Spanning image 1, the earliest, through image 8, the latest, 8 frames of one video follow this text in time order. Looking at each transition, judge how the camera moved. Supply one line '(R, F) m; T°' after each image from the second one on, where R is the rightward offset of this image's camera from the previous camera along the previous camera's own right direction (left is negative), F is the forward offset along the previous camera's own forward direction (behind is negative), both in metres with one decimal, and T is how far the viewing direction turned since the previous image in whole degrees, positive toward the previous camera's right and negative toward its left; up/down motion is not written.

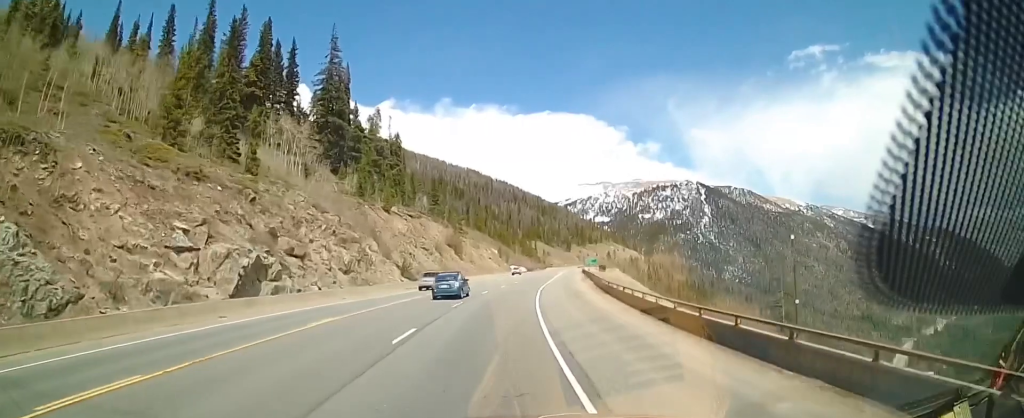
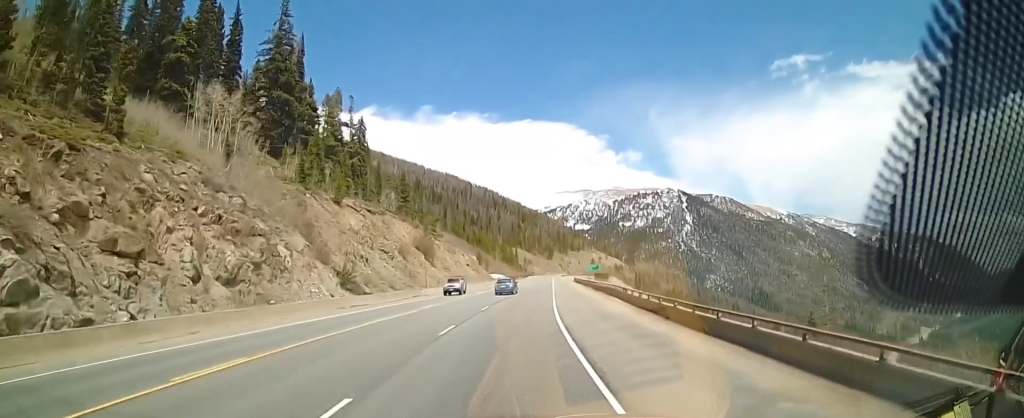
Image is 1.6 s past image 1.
(0.0, +21.3) m; +1°
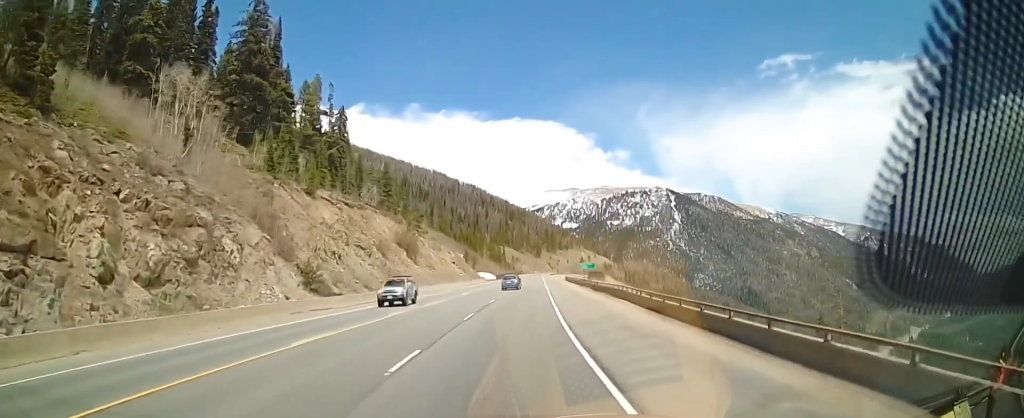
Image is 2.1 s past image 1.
(+0.1, +7.1) m; +2°
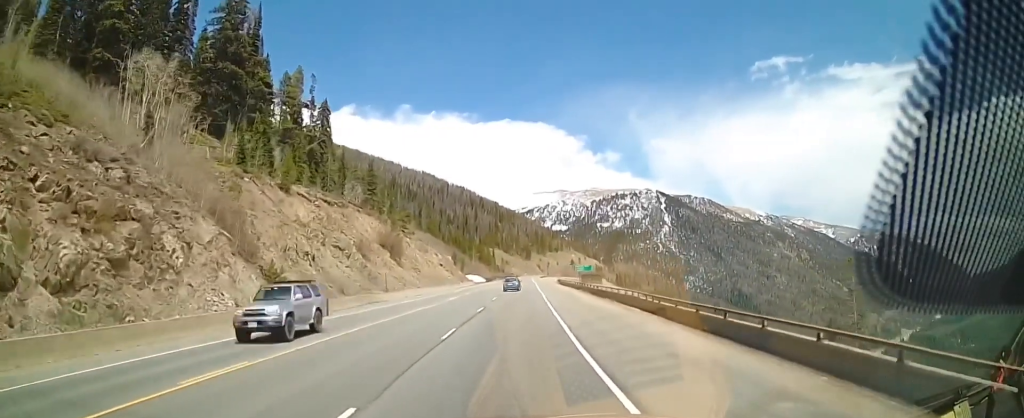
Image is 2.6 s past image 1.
(+0.1, +5.8) m; +2°
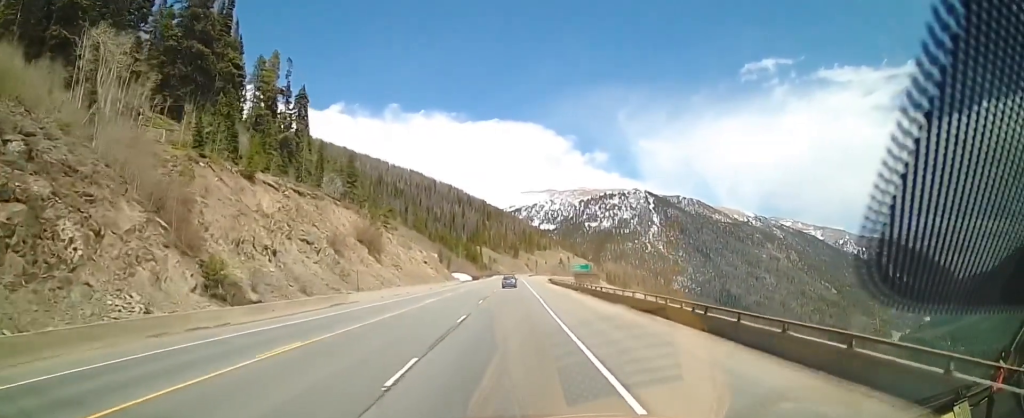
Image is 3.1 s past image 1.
(+0.2, +7.5) m; +1°
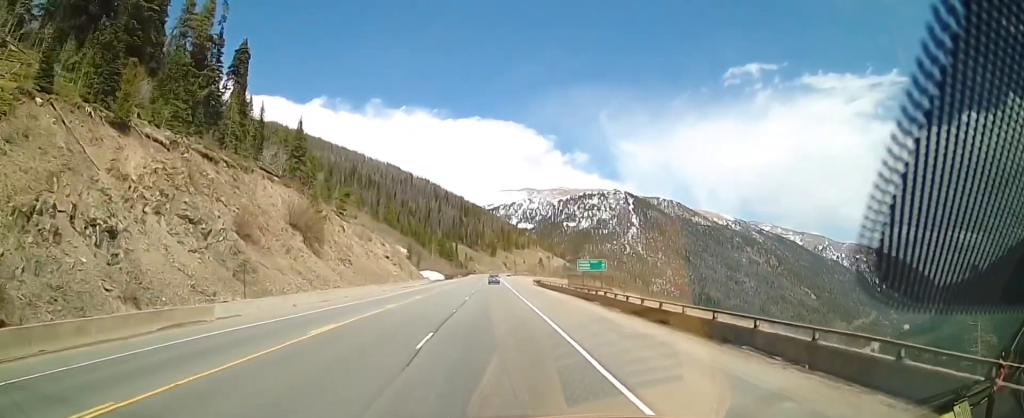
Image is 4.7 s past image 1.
(-0.1, +20.8) m; 0°
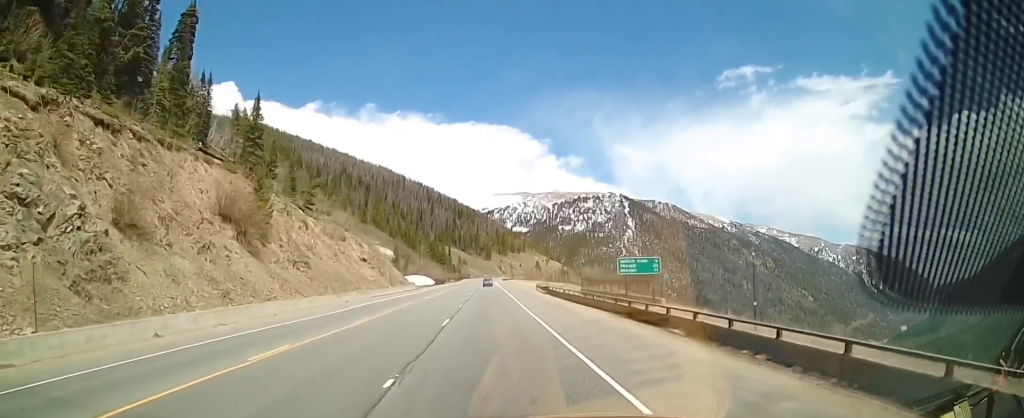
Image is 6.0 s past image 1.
(+0.5, +17.2) m; +2°
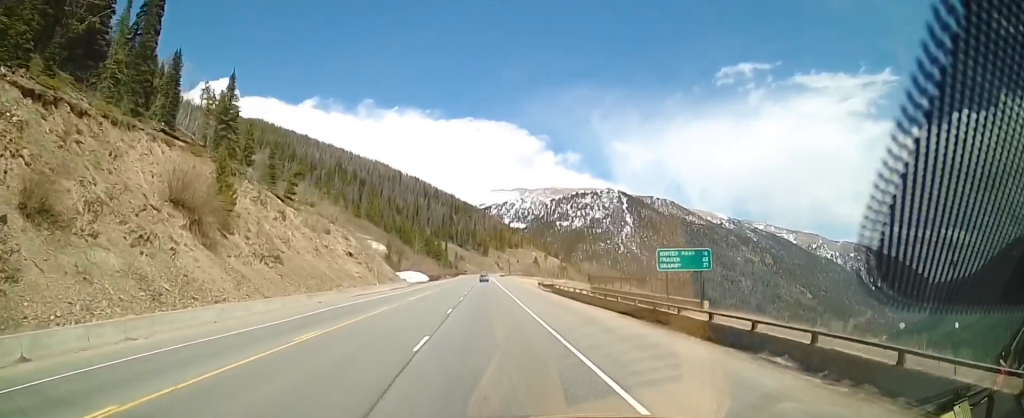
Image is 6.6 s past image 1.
(0.0, +7.9) m; +1°
